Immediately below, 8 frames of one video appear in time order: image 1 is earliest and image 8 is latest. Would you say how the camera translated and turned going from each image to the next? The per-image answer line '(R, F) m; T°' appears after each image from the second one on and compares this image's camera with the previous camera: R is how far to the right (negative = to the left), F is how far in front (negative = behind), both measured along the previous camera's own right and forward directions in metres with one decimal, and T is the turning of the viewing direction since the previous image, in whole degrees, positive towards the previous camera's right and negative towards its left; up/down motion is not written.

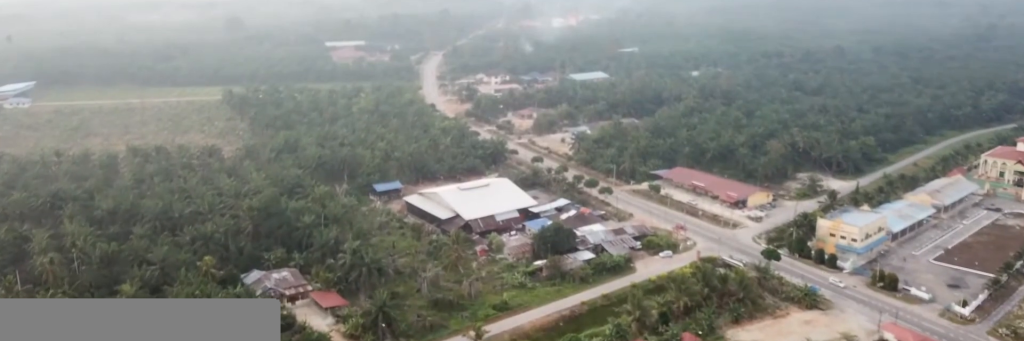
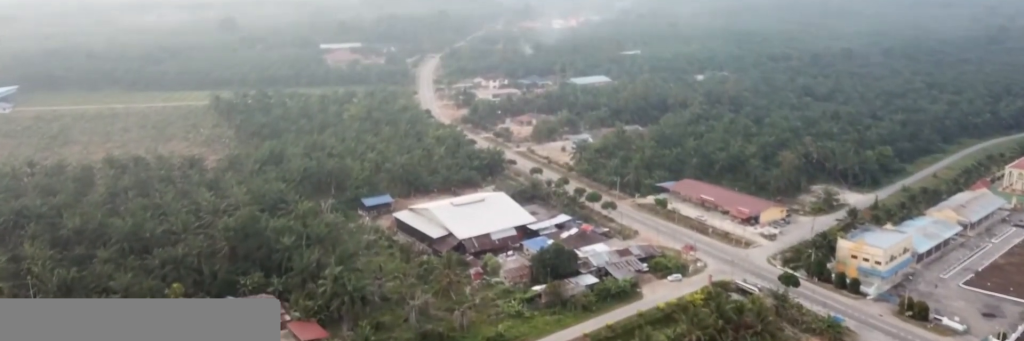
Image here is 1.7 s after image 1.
(0.0, +17.4) m; -1°
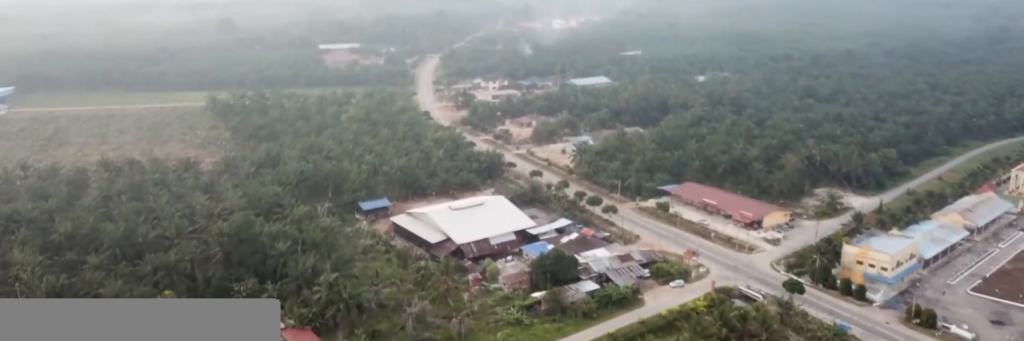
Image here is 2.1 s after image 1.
(0.0, +4.0) m; 0°
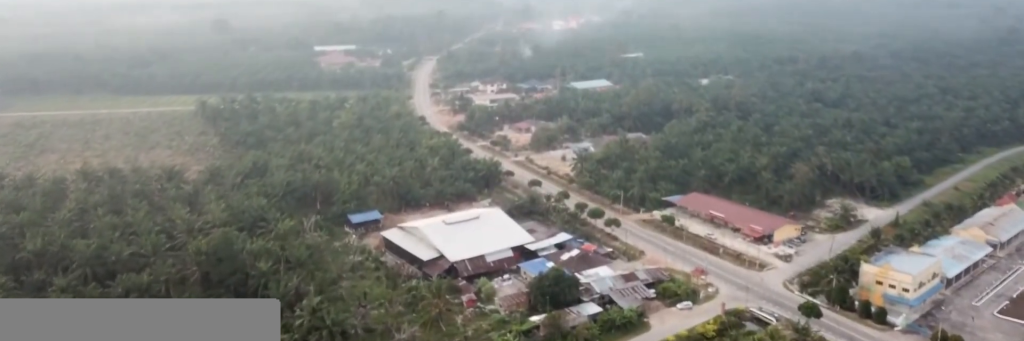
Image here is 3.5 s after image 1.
(-0.2, +13.3) m; -2°
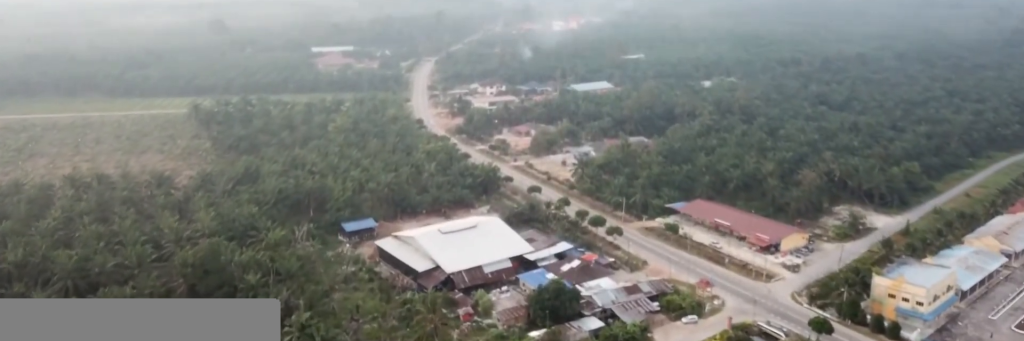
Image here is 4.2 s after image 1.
(-0.3, +7.3) m; +1°
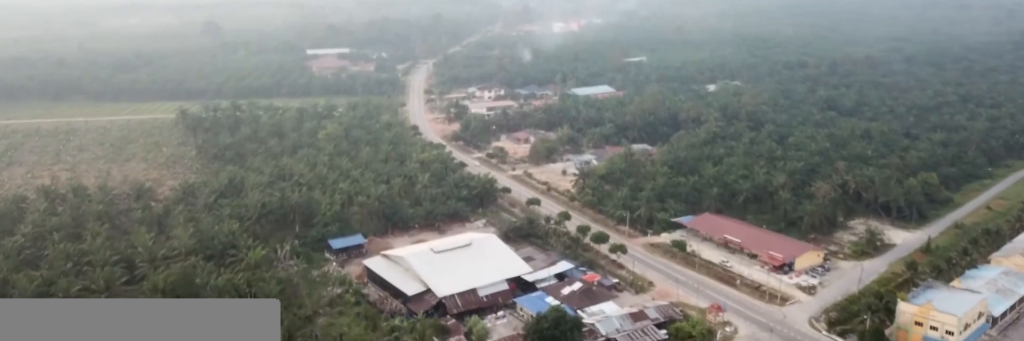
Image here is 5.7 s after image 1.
(+0.6, +14.6) m; +1°
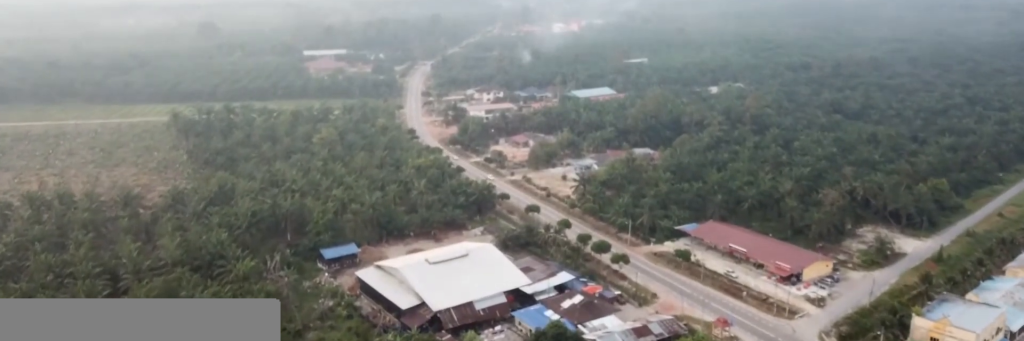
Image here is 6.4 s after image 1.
(-0.1, +7.3) m; -1°
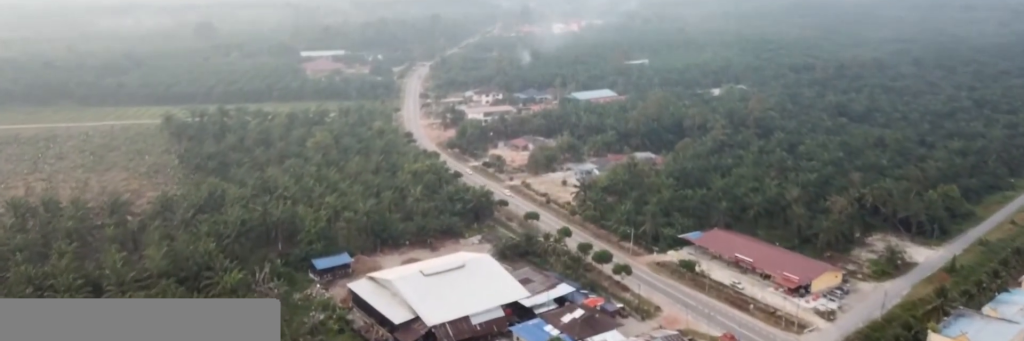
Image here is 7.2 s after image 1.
(0.0, +7.6) m; 0°
